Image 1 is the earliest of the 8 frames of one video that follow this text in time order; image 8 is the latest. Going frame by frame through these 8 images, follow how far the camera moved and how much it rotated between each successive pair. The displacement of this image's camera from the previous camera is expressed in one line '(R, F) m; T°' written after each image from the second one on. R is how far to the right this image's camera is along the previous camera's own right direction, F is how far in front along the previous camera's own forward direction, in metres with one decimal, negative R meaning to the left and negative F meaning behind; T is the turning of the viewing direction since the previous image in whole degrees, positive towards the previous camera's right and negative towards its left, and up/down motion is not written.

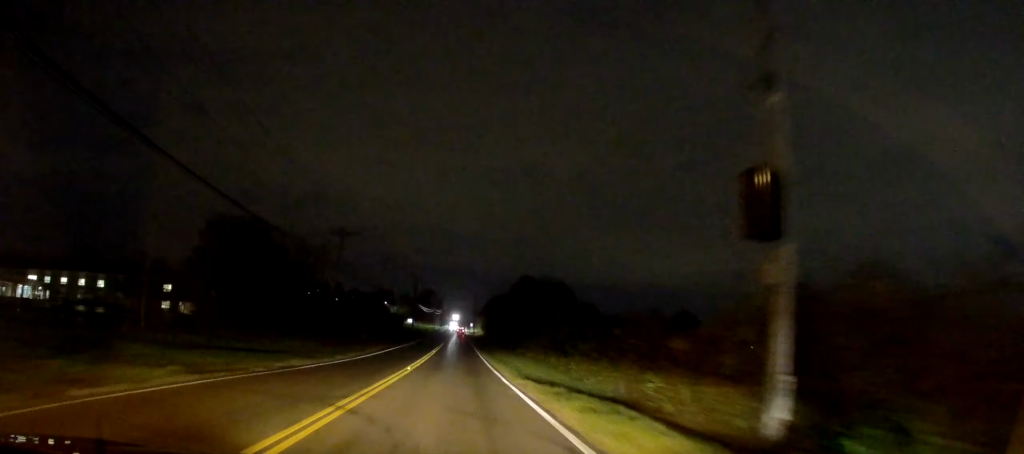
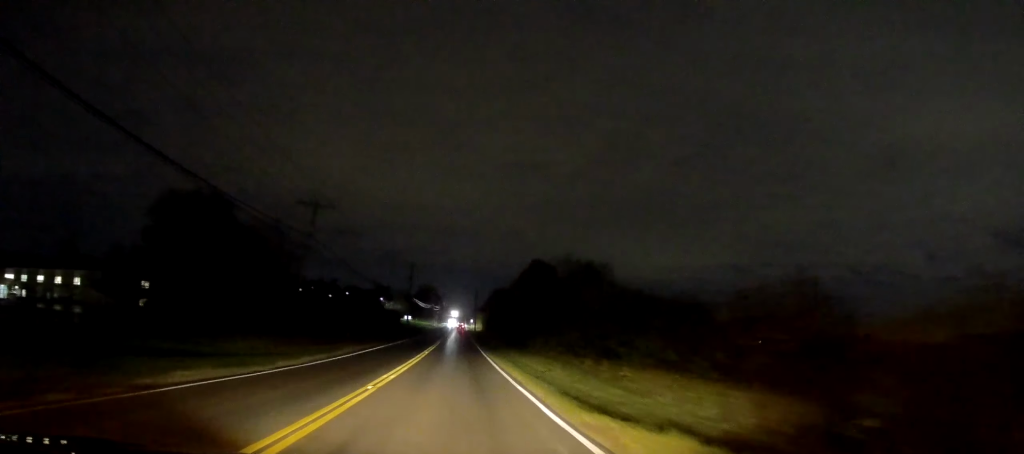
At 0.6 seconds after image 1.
(-0.2, +10.5) m; 0°
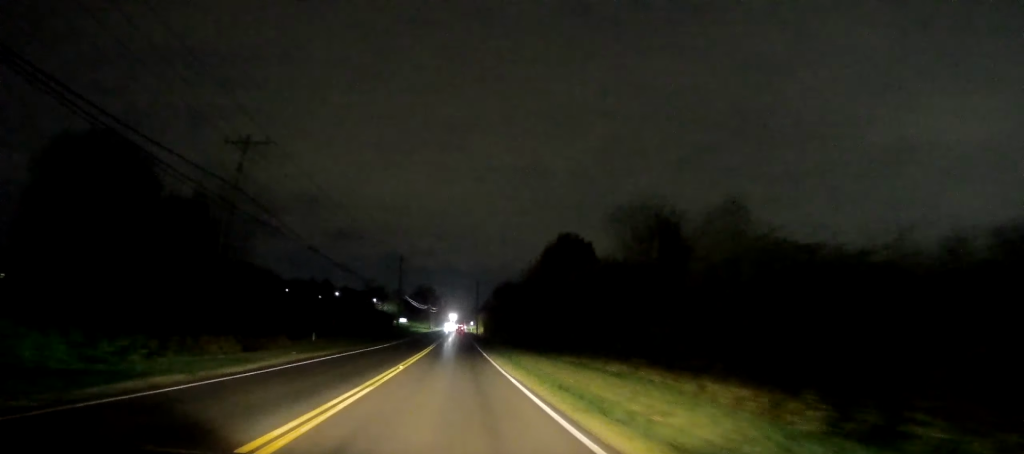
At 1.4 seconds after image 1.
(0.0, +16.1) m; 0°
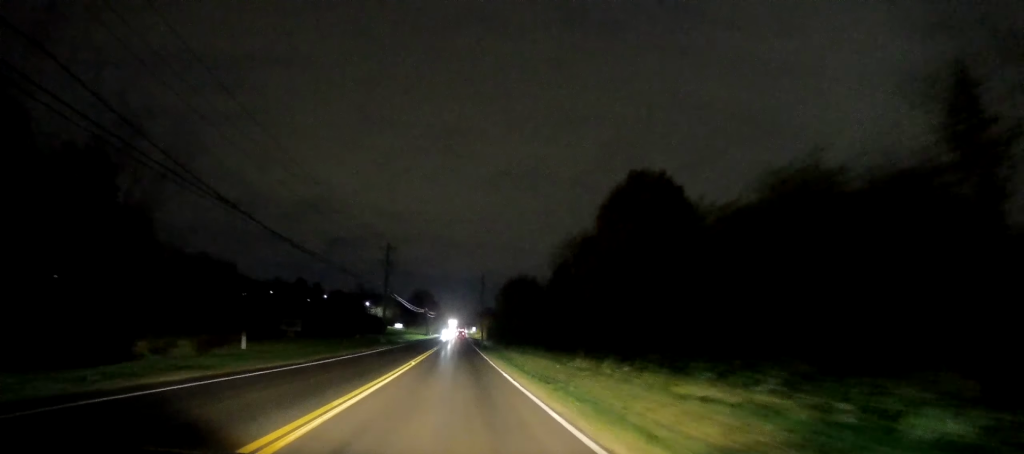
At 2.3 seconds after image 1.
(+0.2, +16.8) m; 0°
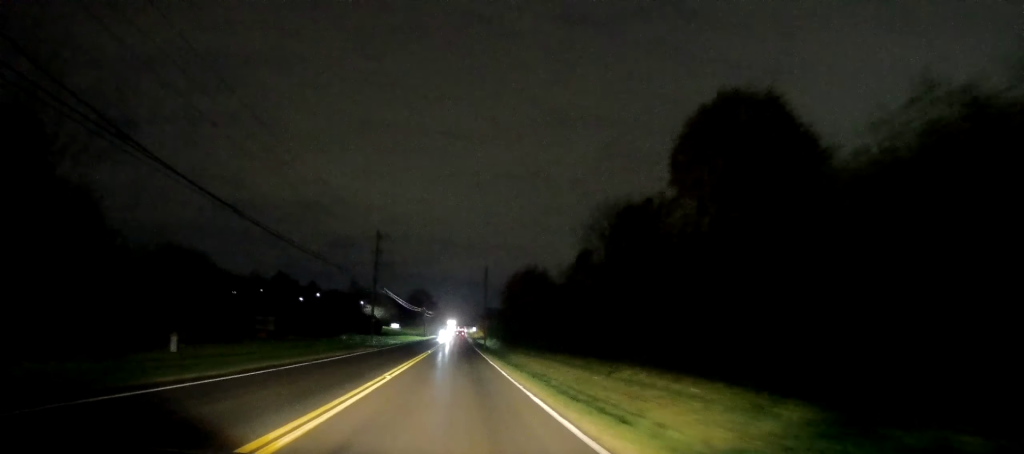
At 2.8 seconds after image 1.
(-0.2, +8.8) m; 0°
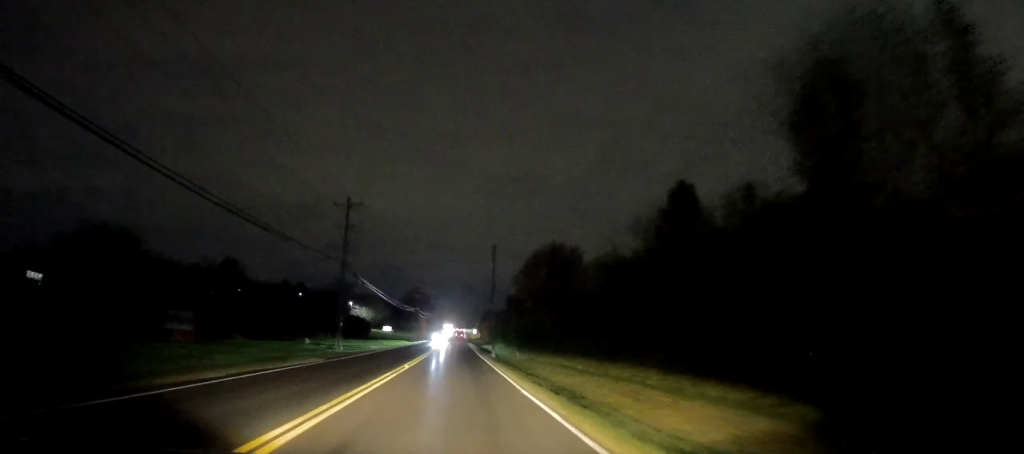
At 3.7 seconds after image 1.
(+0.1, +16.7) m; 0°
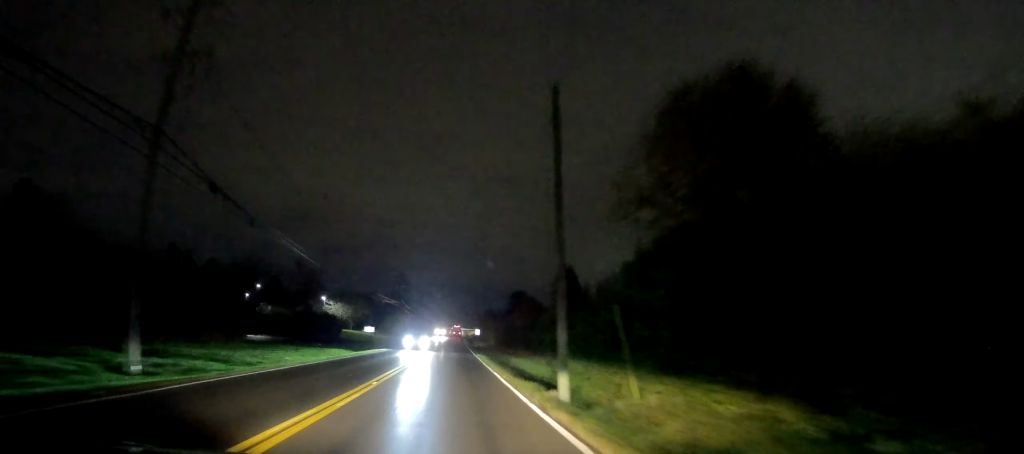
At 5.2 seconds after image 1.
(-0.3, +30.3) m; +1°
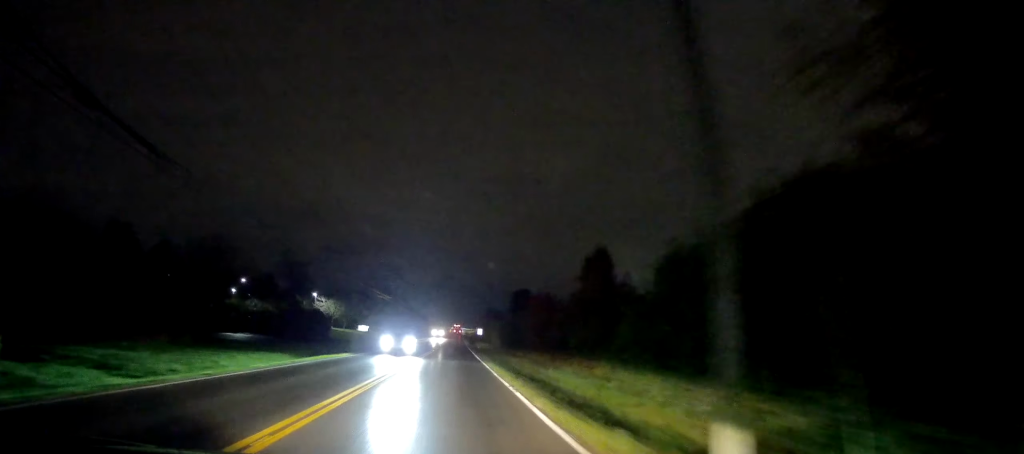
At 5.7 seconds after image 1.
(+0.3, +9.0) m; +1°
